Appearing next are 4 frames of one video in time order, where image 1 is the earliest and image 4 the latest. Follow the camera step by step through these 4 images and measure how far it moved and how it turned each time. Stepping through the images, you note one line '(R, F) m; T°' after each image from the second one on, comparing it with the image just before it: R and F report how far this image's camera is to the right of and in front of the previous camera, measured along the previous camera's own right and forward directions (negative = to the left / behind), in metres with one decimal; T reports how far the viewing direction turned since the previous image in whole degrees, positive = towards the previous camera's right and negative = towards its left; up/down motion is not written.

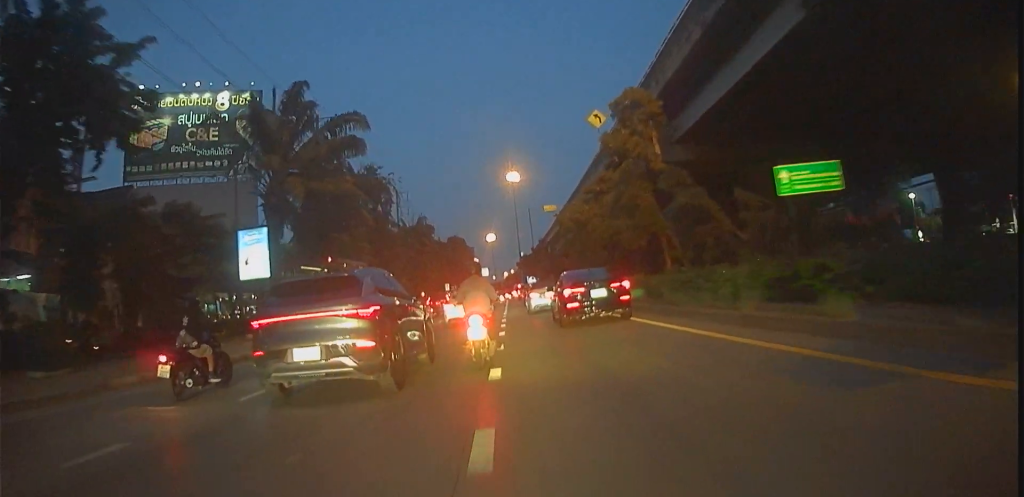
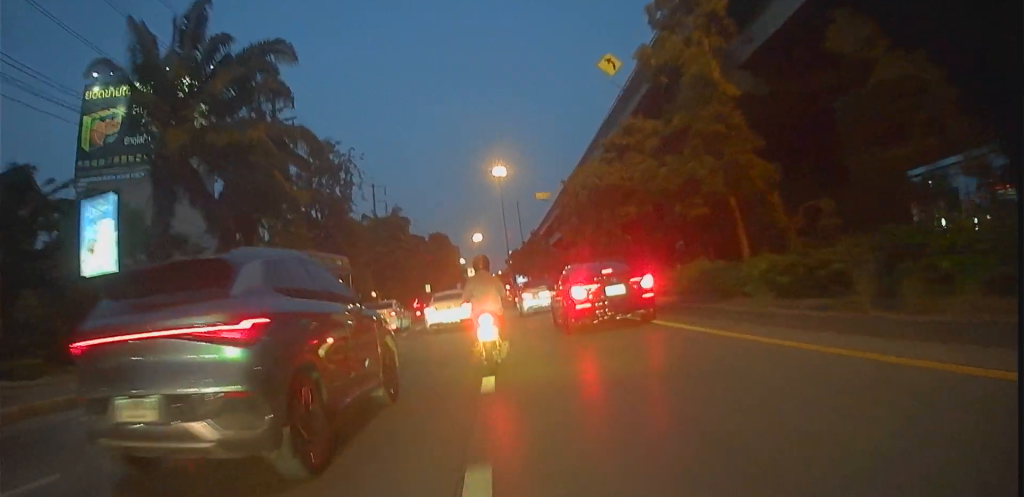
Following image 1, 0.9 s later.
(-0.6, +8.9) m; -4°
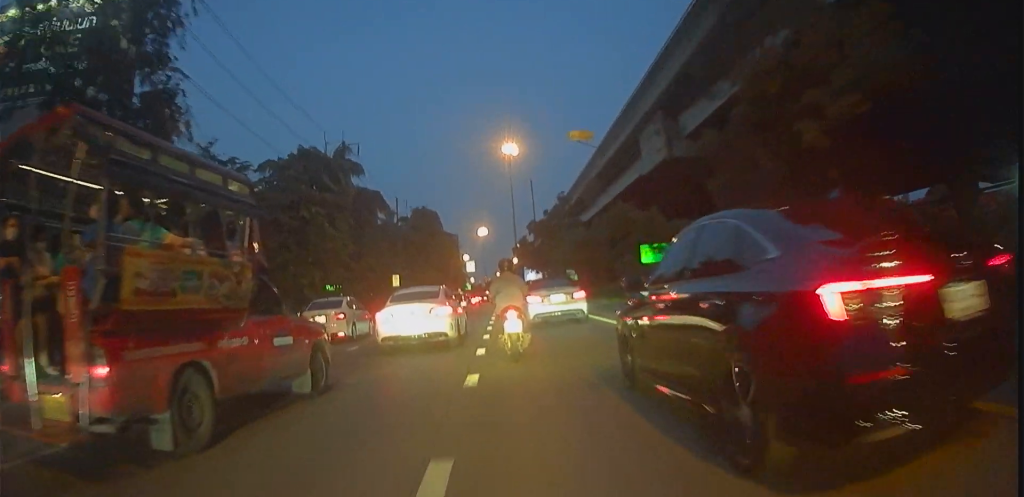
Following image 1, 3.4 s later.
(+1.8, +24.1) m; -2°
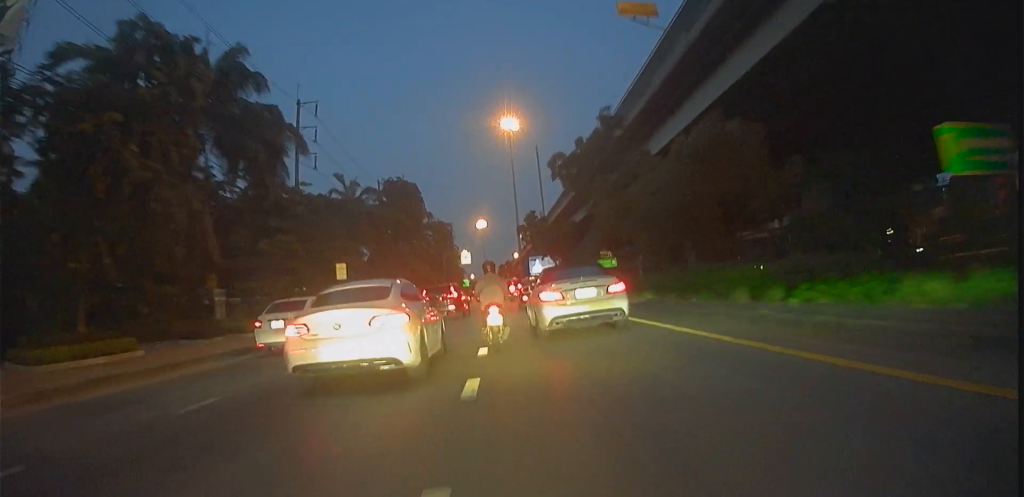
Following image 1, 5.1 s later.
(-0.7, +16.9) m; +3°
